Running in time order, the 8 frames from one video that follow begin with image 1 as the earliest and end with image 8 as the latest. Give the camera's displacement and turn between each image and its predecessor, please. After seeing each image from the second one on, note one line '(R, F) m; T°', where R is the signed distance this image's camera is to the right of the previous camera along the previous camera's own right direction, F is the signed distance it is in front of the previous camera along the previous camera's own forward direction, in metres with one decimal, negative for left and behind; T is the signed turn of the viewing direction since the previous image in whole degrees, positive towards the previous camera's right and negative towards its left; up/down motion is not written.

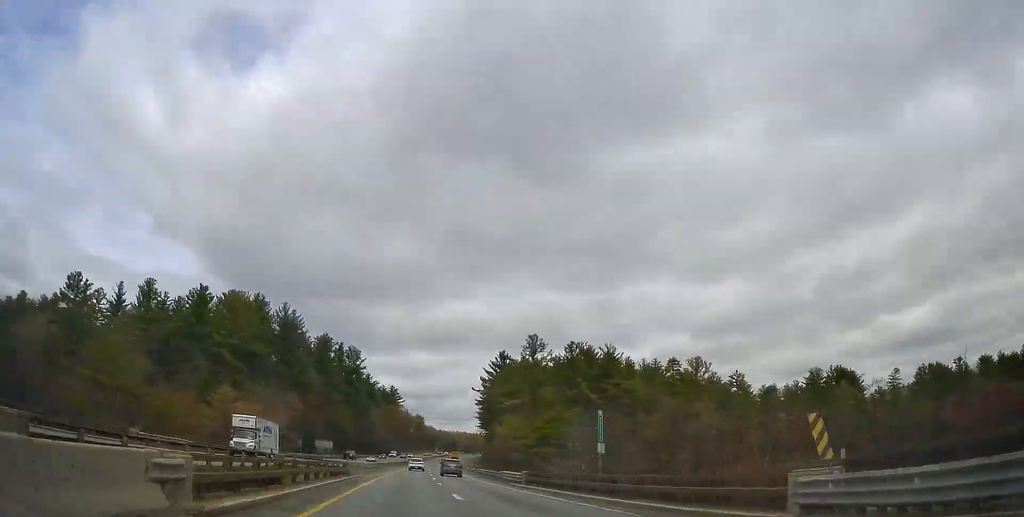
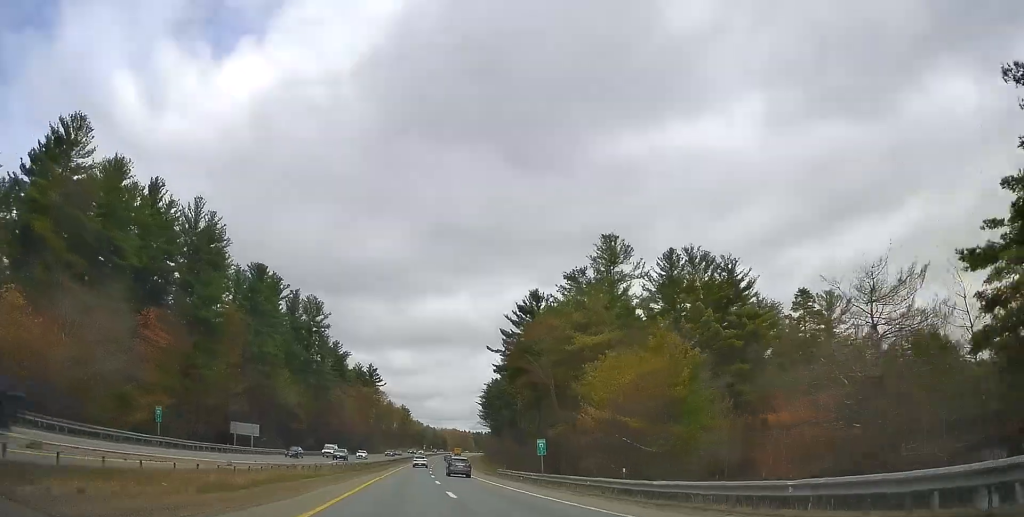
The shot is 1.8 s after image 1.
(+0.1, +57.4) m; +1°
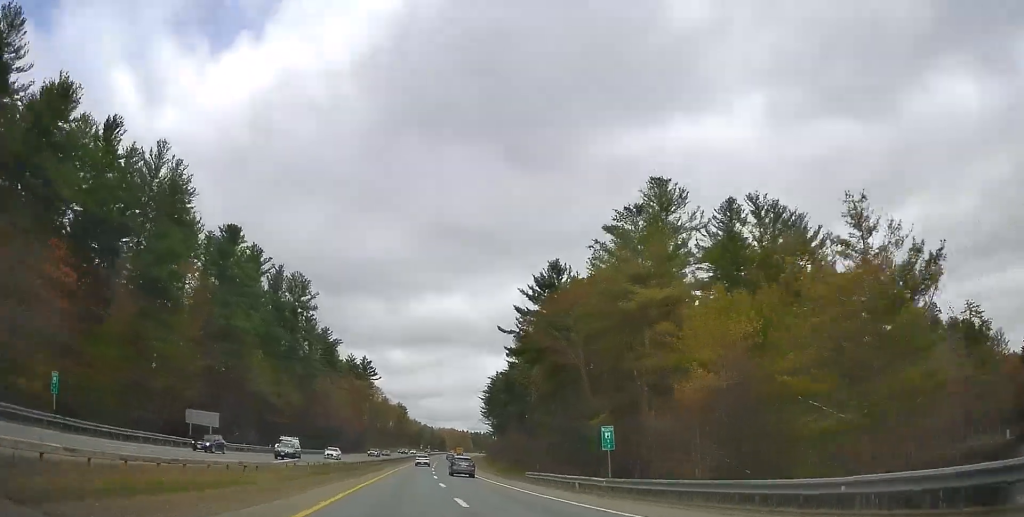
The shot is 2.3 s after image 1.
(+0.1, +16.4) m; +1°
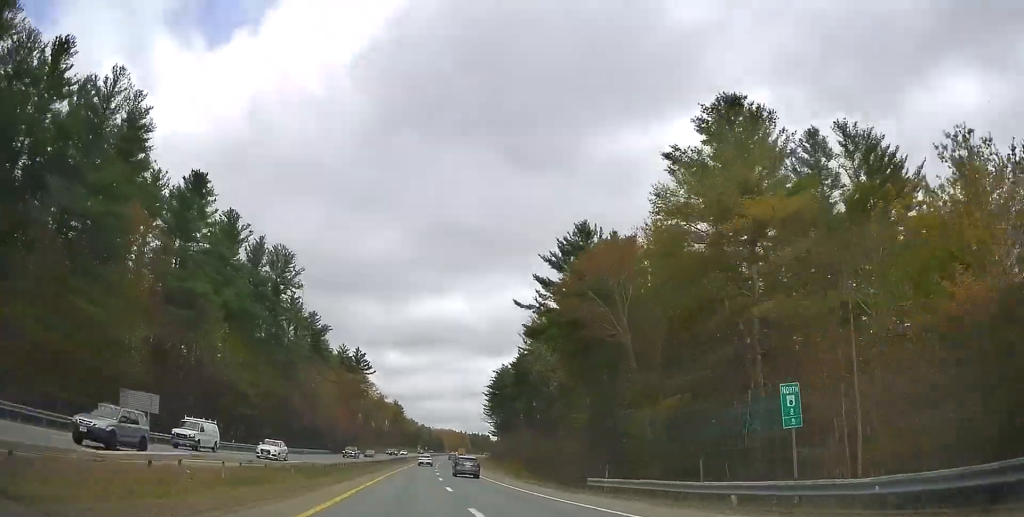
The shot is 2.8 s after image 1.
(0.0, +15.8) m; +1°
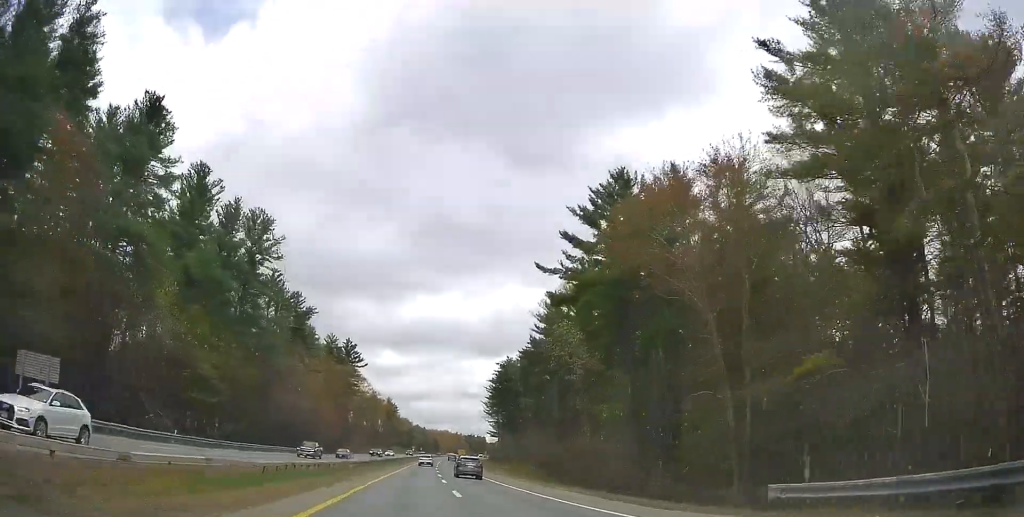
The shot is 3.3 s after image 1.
(+0.2, +15.4) m; 0°
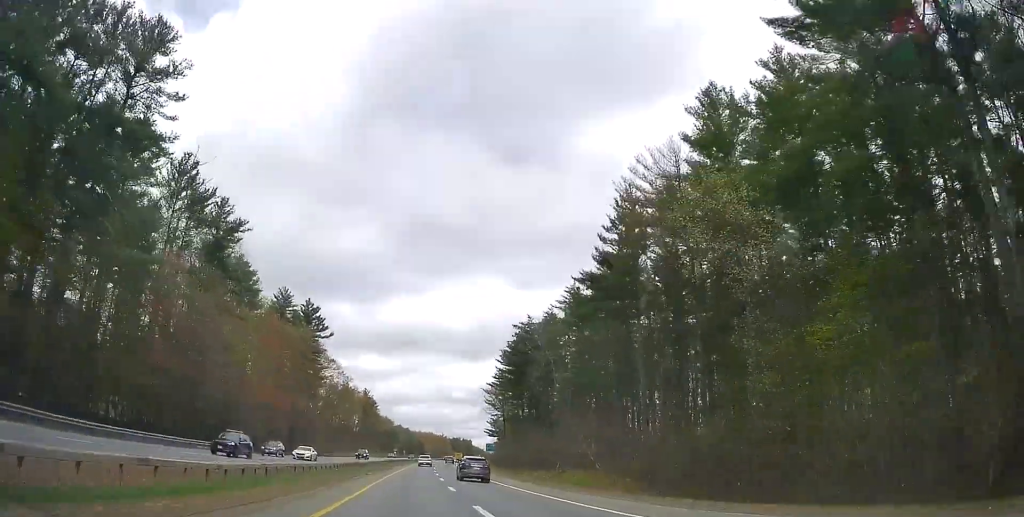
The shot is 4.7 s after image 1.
(+0.3, +43.3) m; +1°
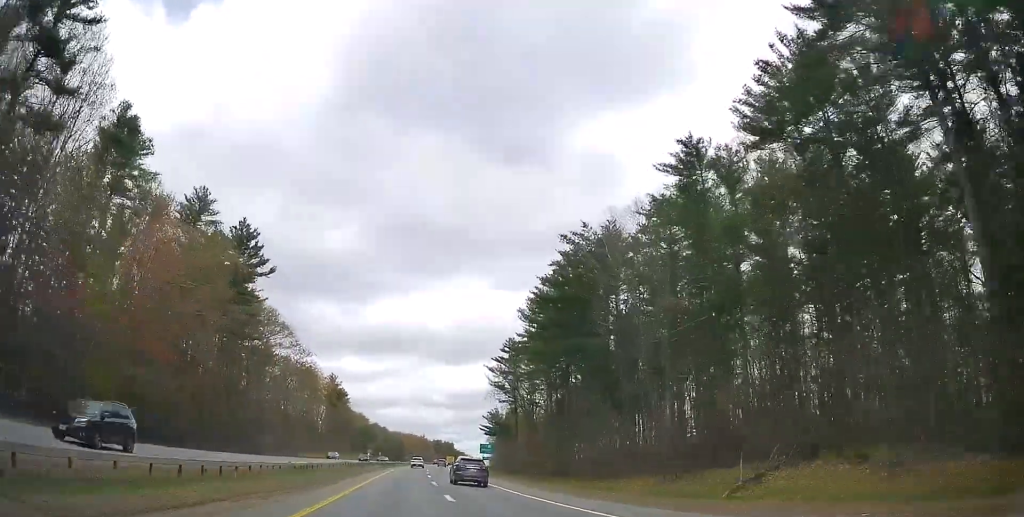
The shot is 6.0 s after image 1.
(+0.5, +41.4) m; +2°
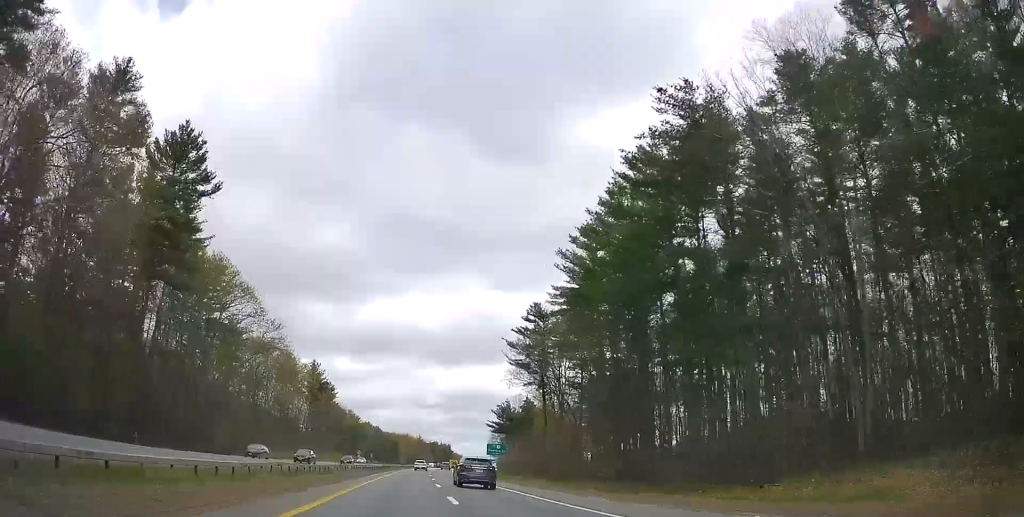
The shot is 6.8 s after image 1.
(+0.3, +25.6) m; +1°
